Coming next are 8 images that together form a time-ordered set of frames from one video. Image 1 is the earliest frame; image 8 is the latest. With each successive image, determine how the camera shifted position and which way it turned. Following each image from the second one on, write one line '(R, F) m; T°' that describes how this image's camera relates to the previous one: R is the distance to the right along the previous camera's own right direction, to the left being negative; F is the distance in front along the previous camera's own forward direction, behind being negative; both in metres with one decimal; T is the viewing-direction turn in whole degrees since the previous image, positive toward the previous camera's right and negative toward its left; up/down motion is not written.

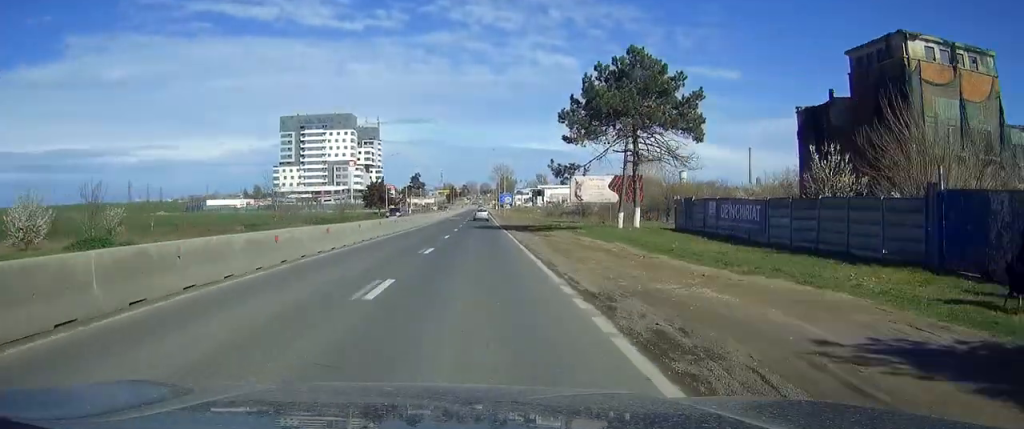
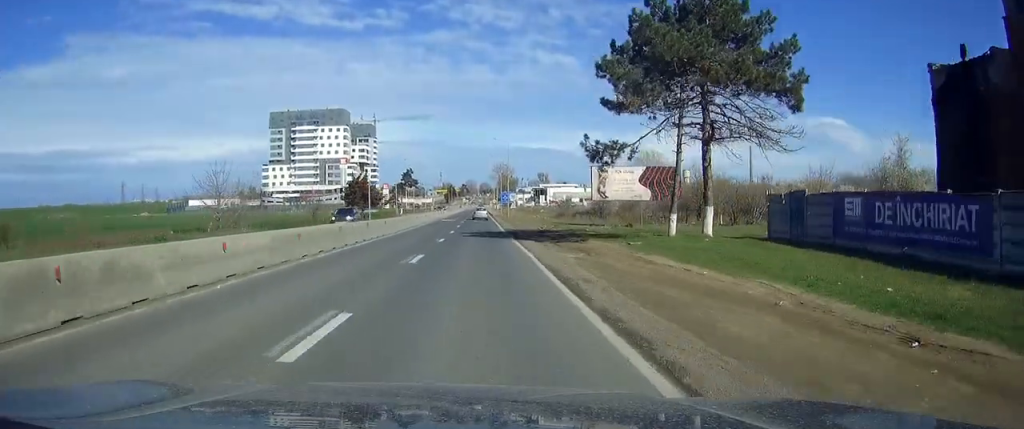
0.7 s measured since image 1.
(0.0, +15.7) m; 0°
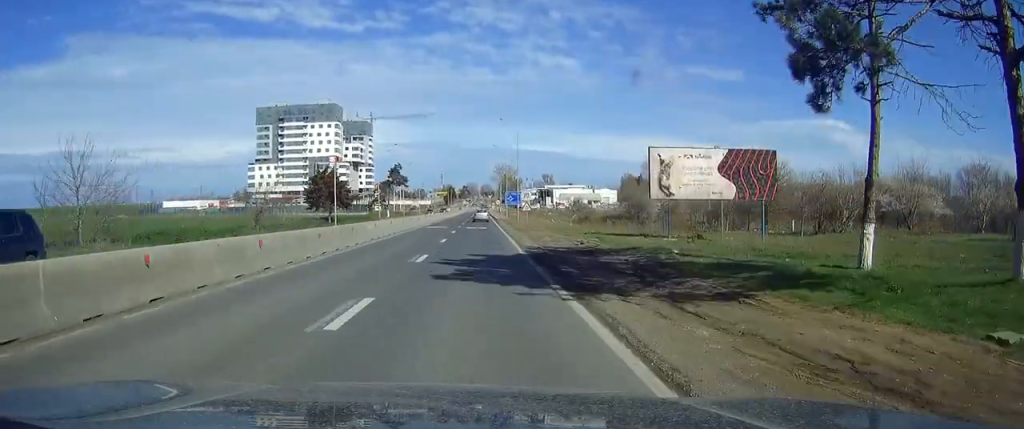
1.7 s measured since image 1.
(0.0, +21.7) m; 0°
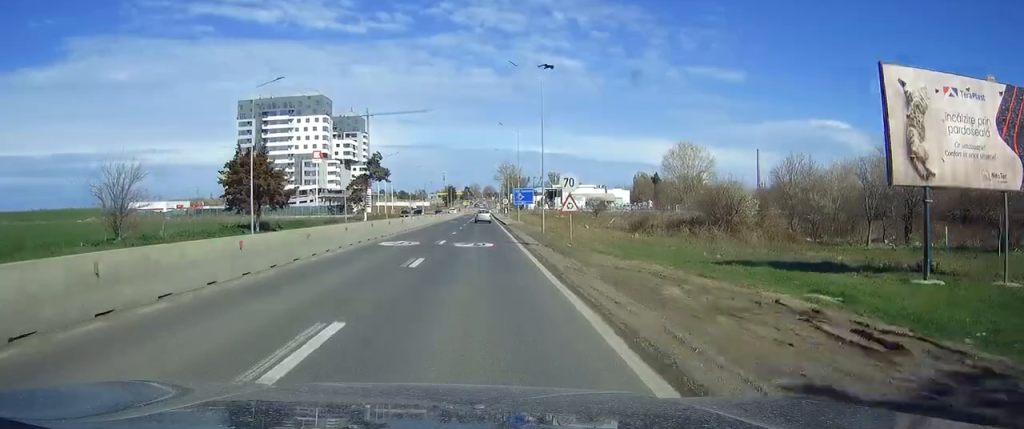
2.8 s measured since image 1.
(0.0, +25.8) m; 0°
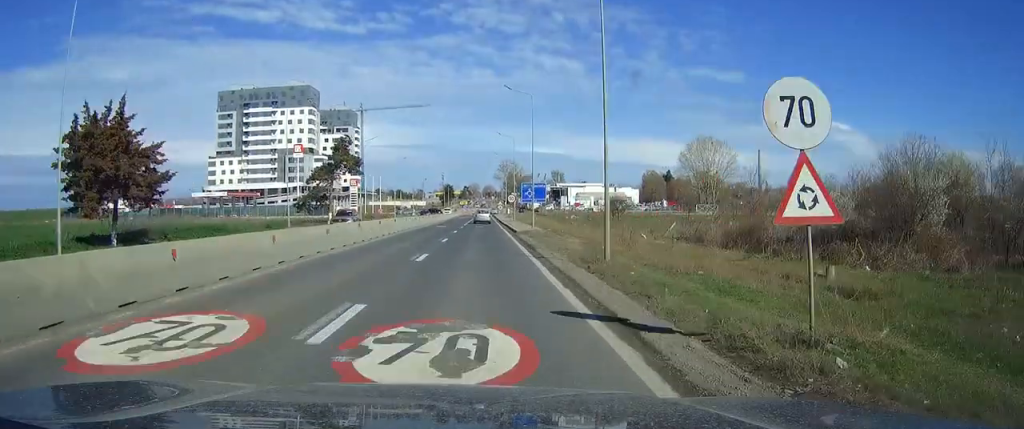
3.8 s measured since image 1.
(+0.1, +21.4) m; 0°
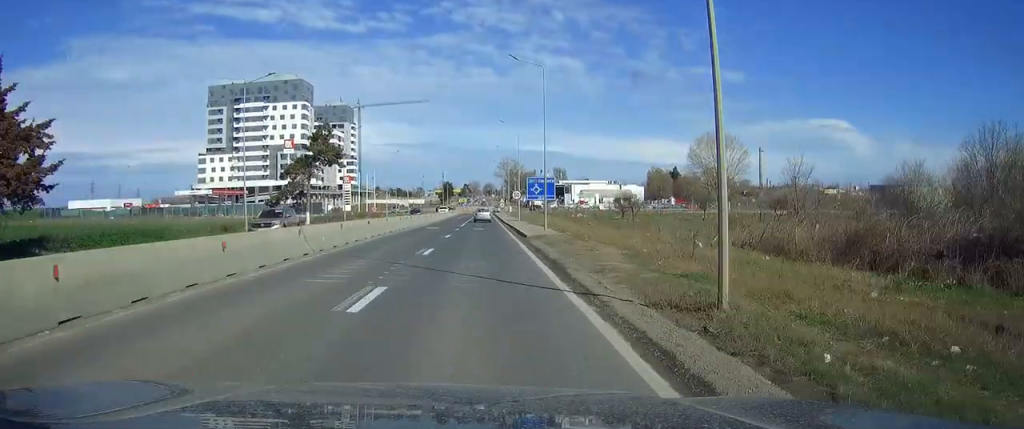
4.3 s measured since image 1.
(0.0, +9.7) m; 0°
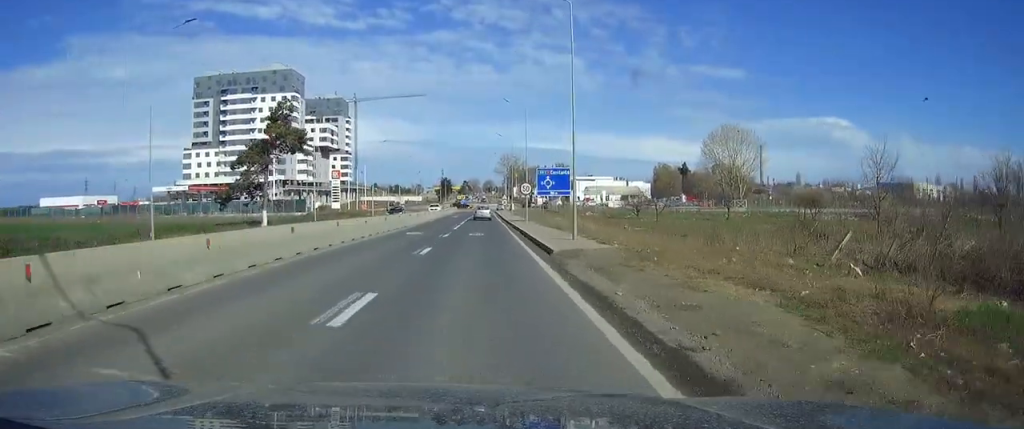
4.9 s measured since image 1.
(0.0, +12.9) m; 0°
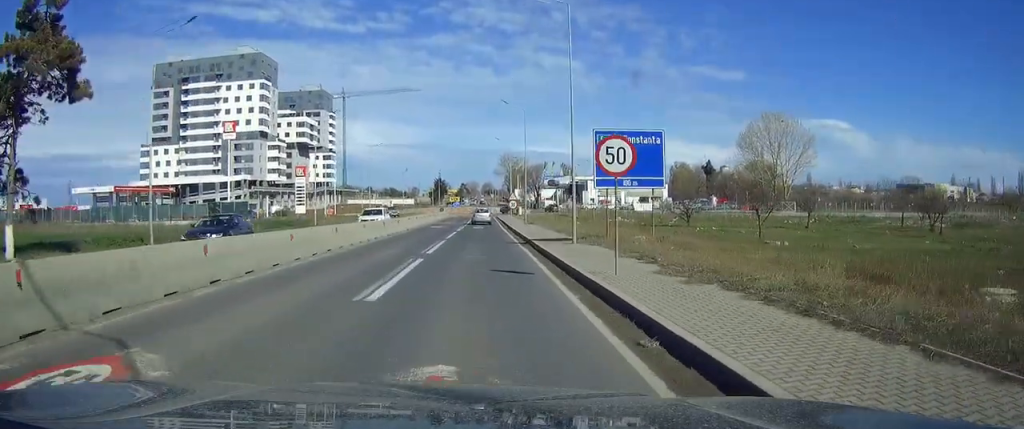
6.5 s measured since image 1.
(0.0, +30.4) m; 0°
